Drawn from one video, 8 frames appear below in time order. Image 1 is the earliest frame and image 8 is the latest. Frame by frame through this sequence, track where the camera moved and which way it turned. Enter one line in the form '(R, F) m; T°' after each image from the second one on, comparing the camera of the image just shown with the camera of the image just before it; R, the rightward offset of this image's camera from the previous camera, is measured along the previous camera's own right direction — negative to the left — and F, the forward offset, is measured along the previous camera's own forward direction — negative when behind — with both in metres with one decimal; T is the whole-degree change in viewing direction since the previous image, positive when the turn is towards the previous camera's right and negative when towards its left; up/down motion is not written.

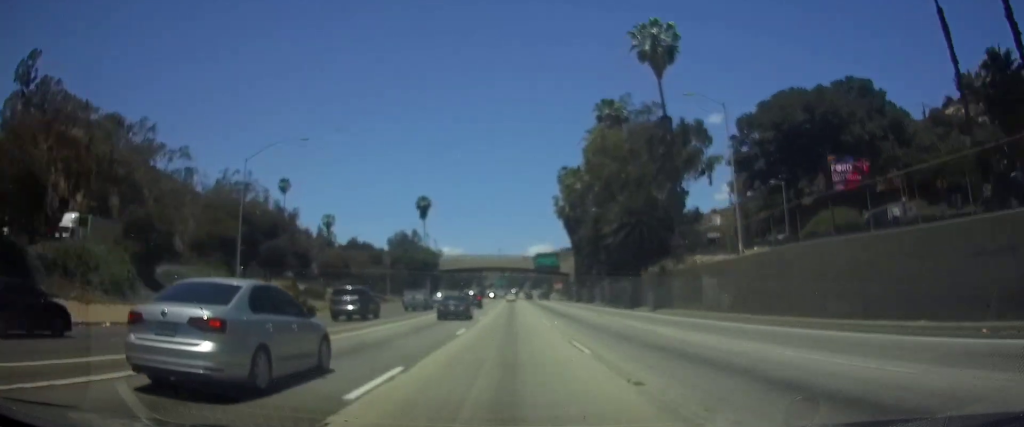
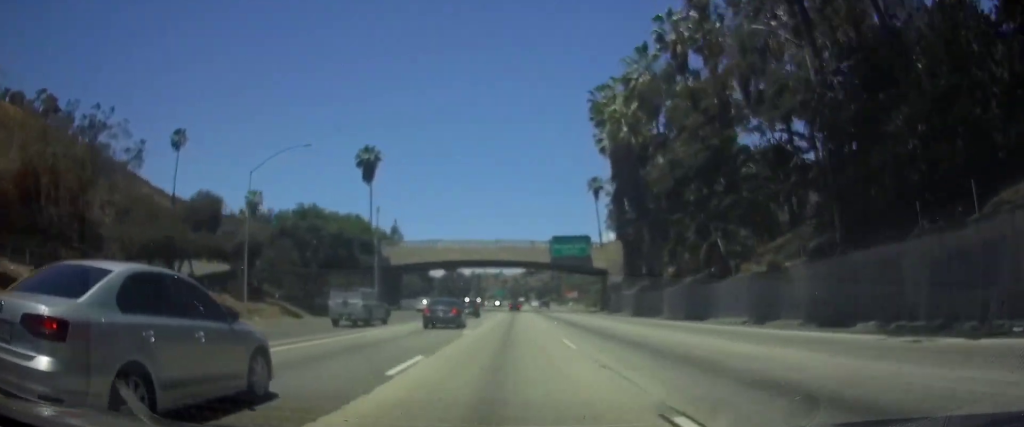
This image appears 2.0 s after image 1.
(-0.1, +55.6) m; 0°
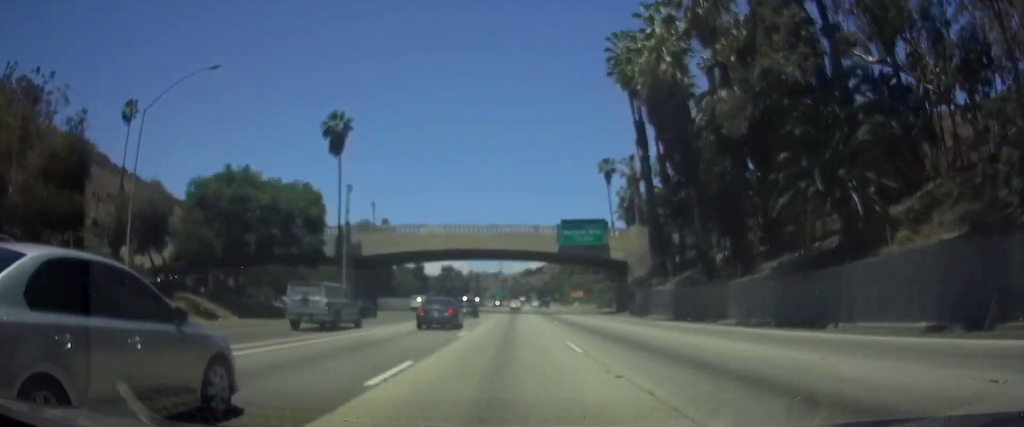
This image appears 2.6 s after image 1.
(0.0, +16.4) m; 0°
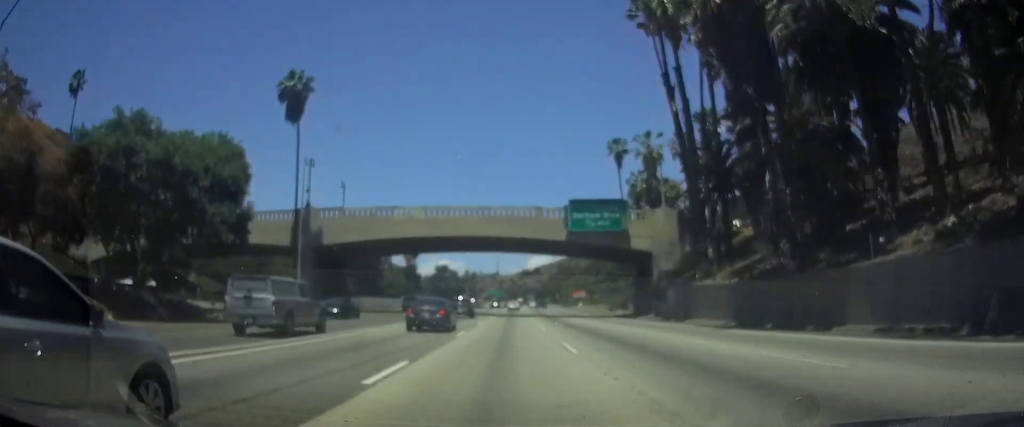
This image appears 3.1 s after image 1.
(0.0, +14.3) m; 0°
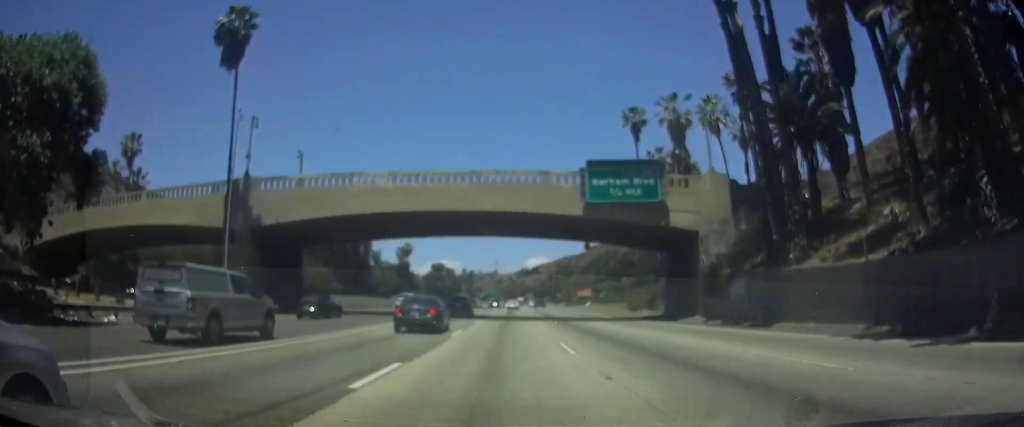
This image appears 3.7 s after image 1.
(0.0, +15.1) m; 0°
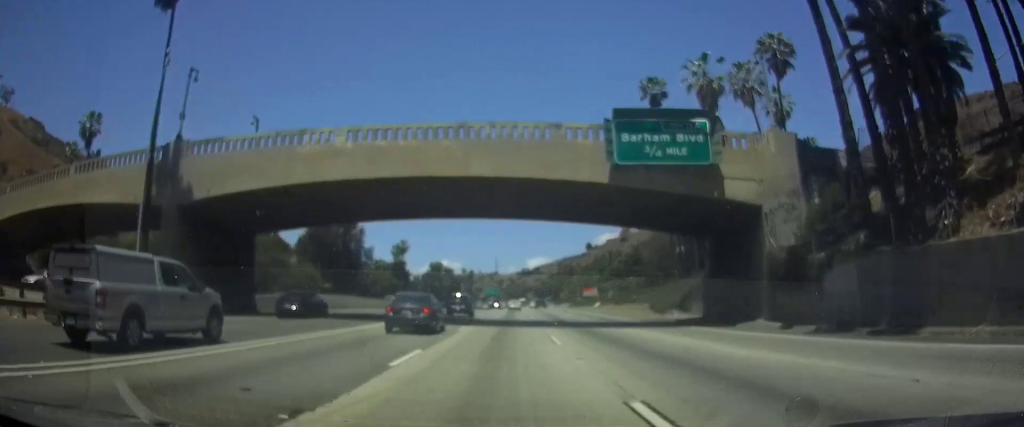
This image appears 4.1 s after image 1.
(0.0, +11.3) m; 0°
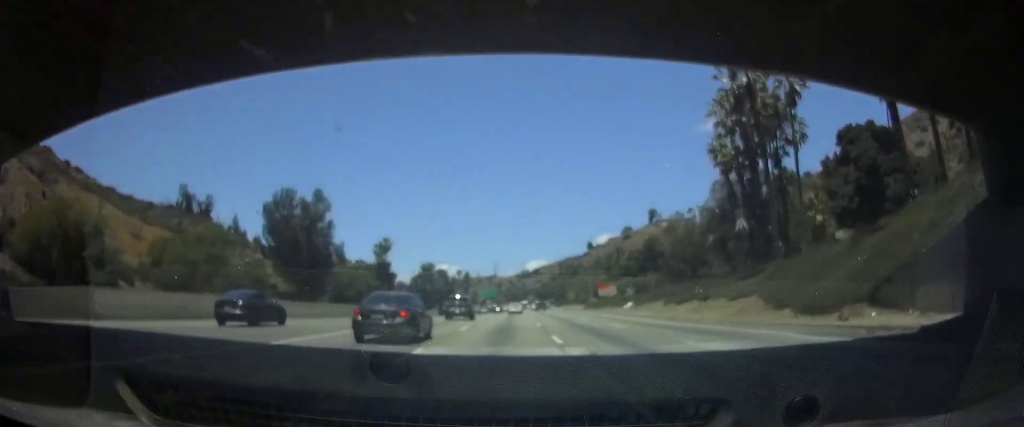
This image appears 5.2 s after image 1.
(0.0, +28.3) m; 0°
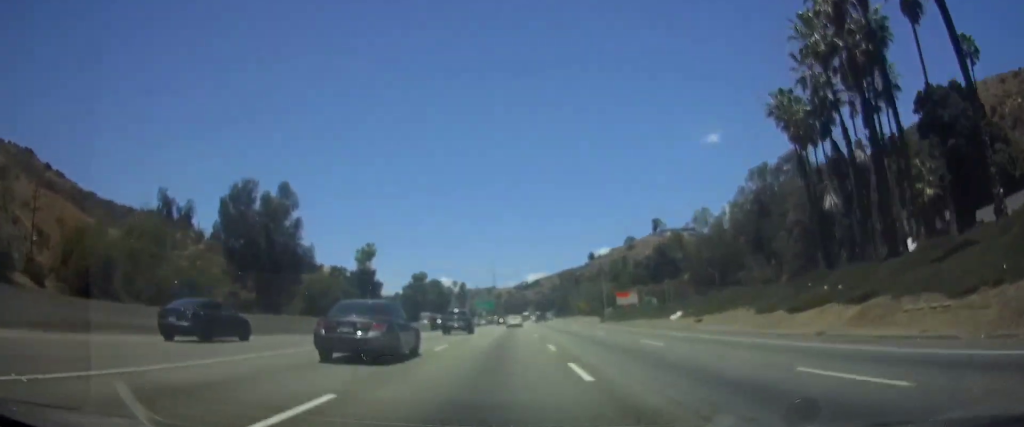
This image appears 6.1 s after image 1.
(0.0, +22.4) m; 0°
